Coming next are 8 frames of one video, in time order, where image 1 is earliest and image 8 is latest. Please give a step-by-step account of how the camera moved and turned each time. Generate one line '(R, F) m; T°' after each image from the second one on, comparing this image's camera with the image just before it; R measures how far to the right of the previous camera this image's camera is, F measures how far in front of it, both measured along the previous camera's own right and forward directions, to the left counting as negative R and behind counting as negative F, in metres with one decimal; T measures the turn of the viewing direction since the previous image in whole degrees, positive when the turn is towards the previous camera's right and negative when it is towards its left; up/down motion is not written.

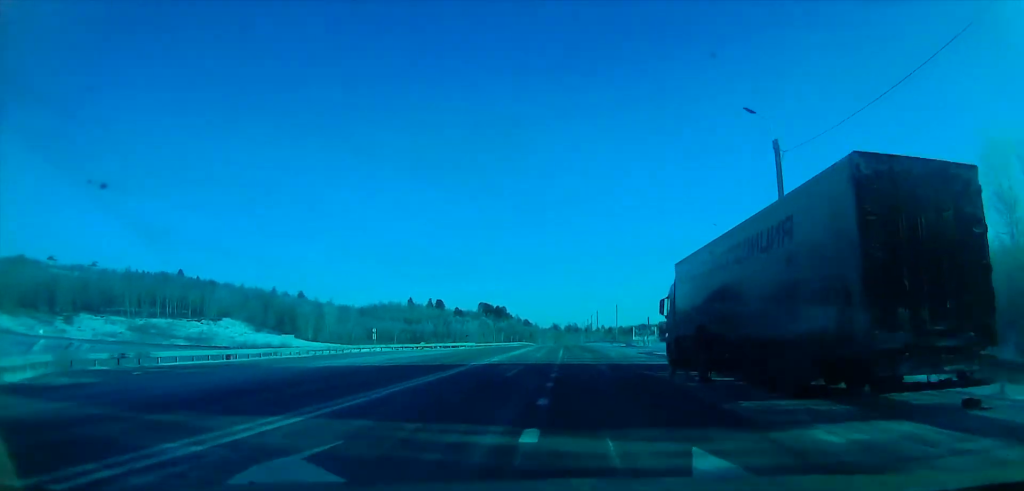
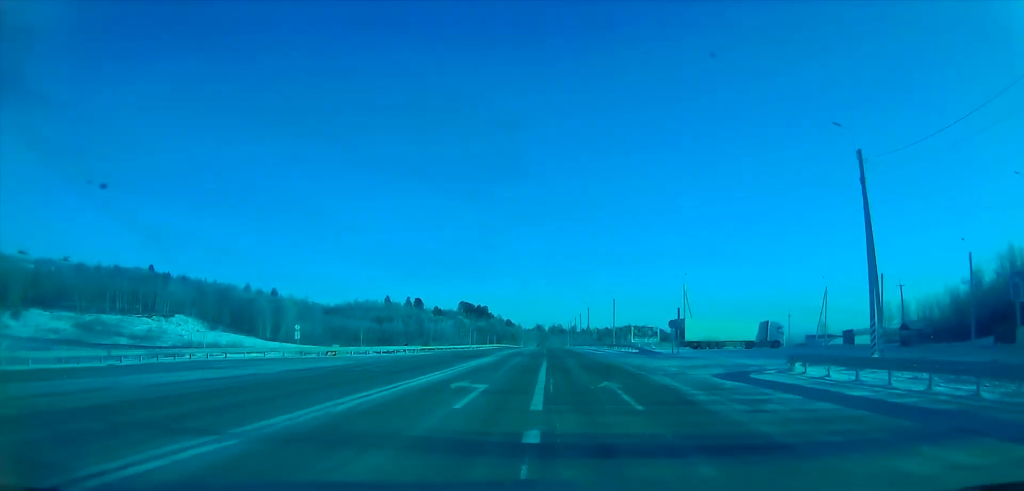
(+0.8, +27.9) m; 0°
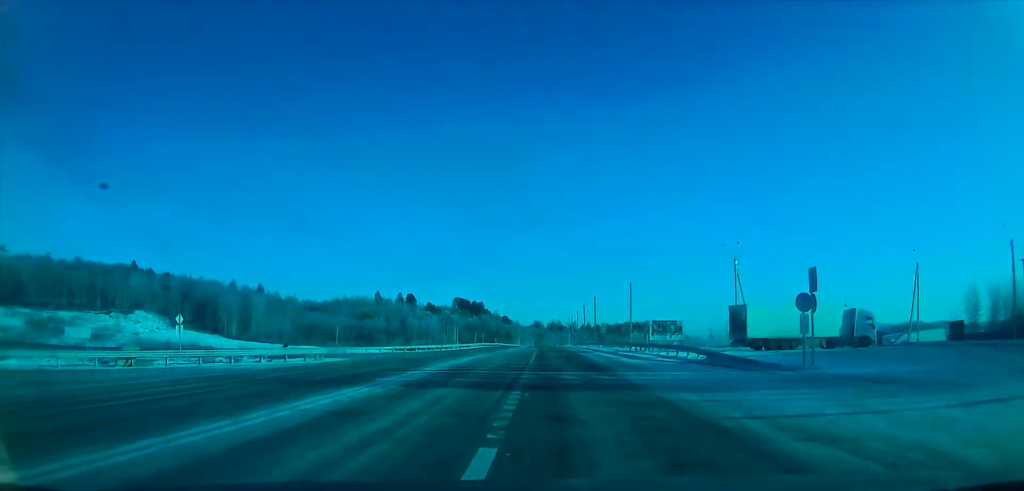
(-0.2, +27.5) m; 0°
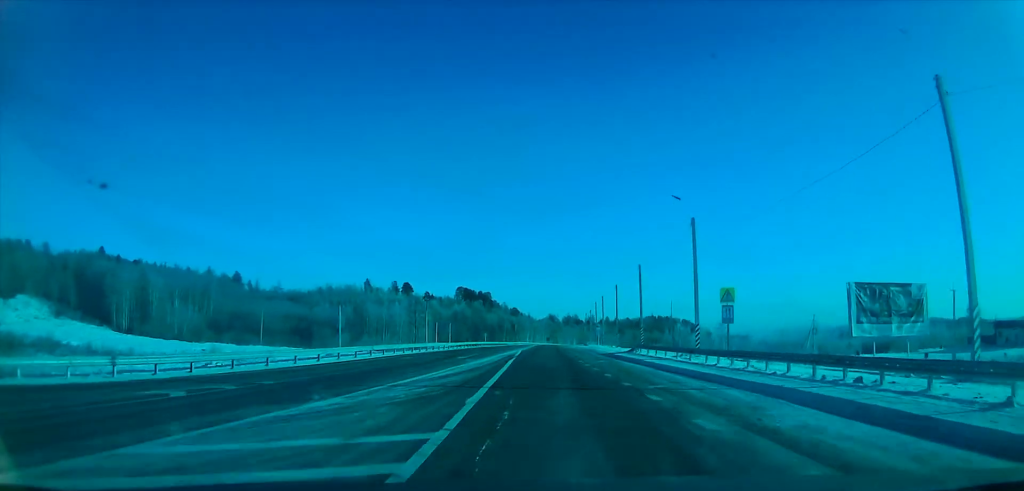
(-1.3, +68.6) m; +1°
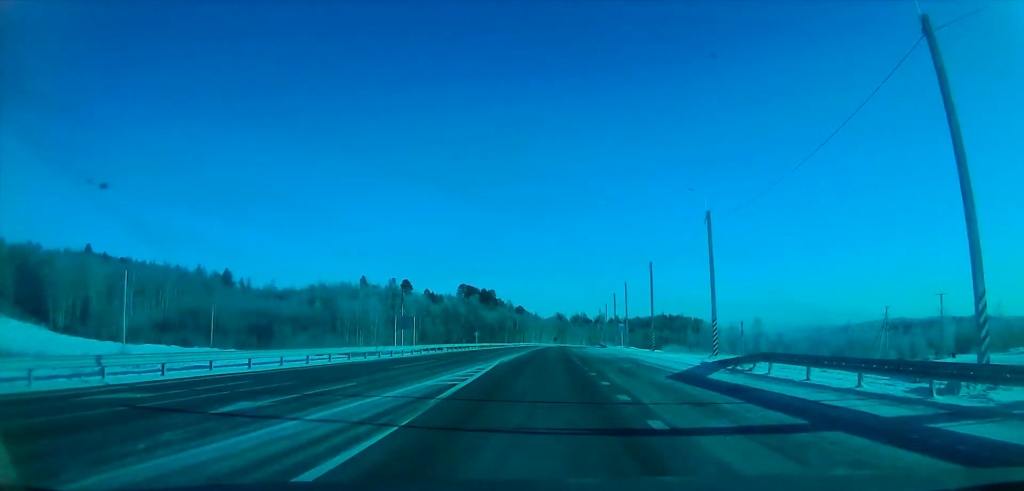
(+1.1, +27.4) m; 0°
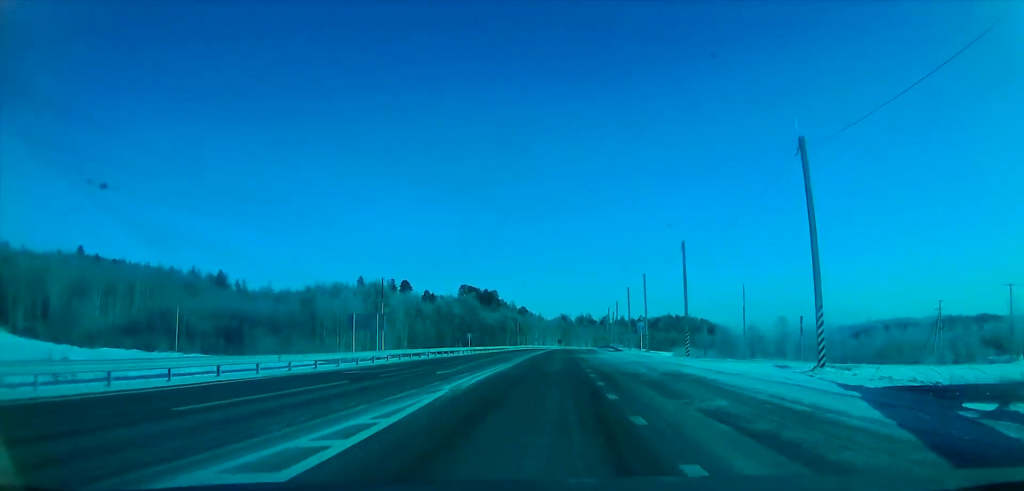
(-0.4, +15.0) m; -3°
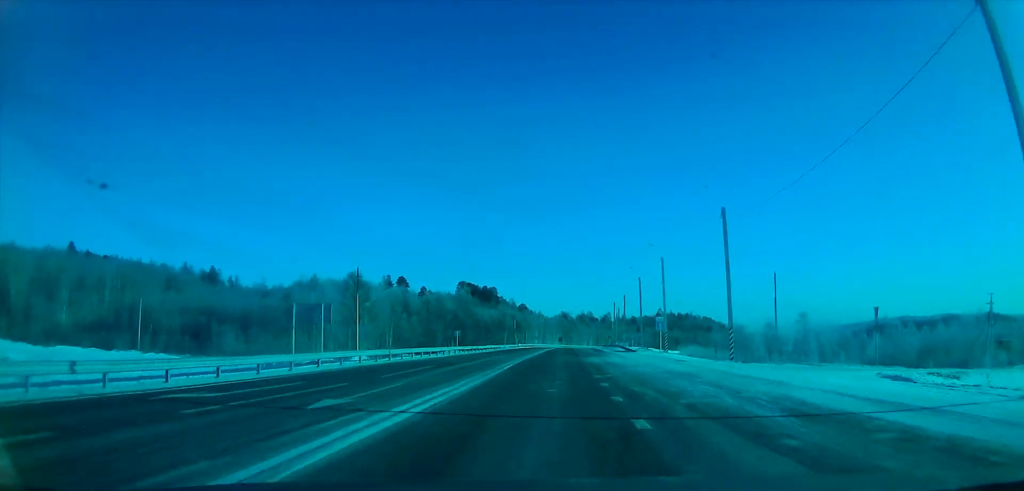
(0.0, +12.3) m; -2°
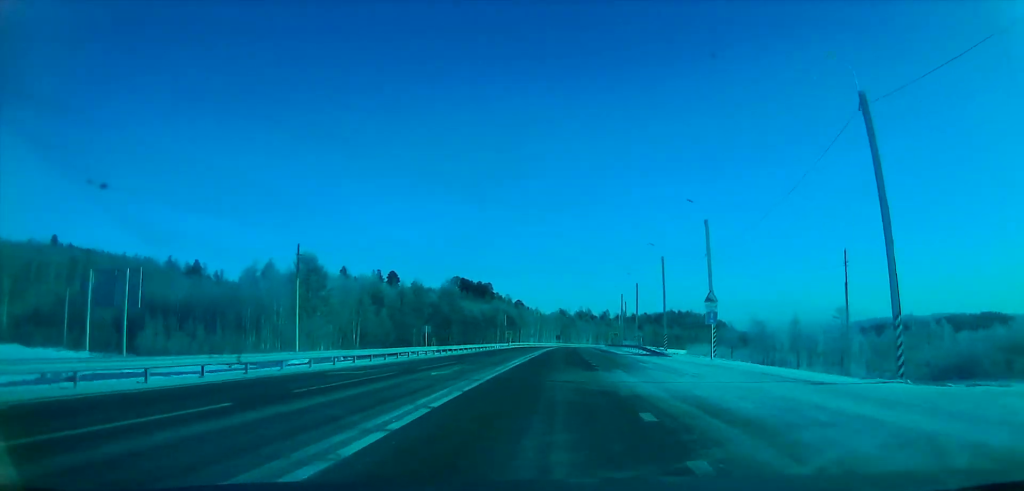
(-1.2, +19.2) m; 0°
